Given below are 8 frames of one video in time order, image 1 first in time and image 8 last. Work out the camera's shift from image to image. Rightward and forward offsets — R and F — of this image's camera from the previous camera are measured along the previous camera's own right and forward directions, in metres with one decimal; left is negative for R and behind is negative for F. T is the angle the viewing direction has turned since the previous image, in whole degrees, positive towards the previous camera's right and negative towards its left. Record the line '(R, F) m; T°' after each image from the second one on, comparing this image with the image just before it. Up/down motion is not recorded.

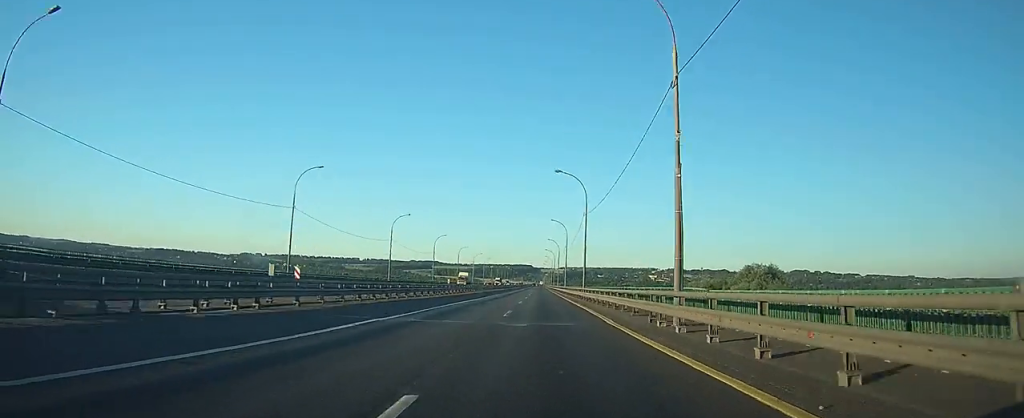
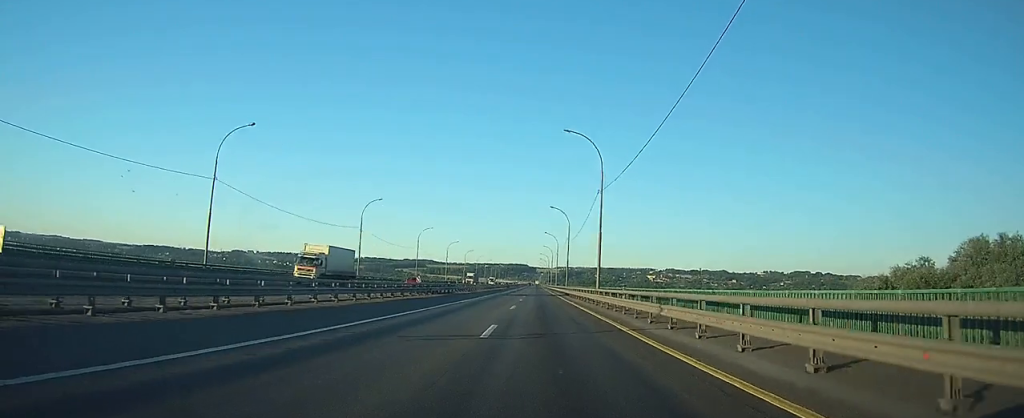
(-0.2, +57.9) m; 0°
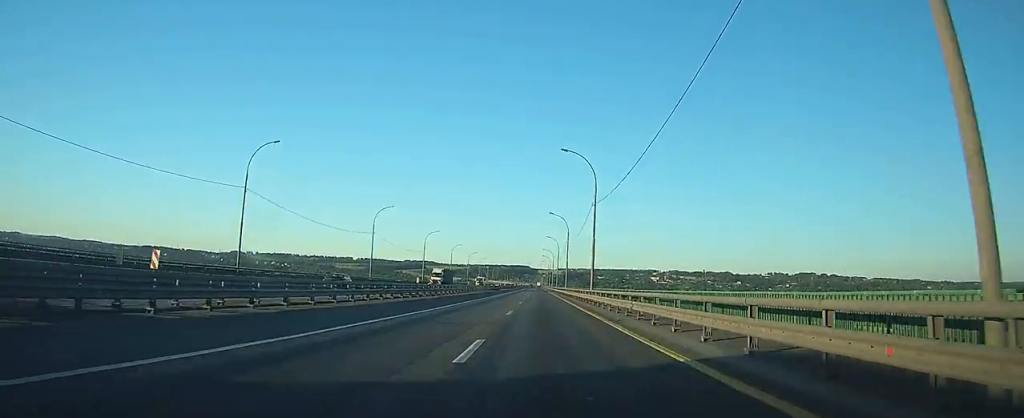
(0.0, +36.3) m; 0°
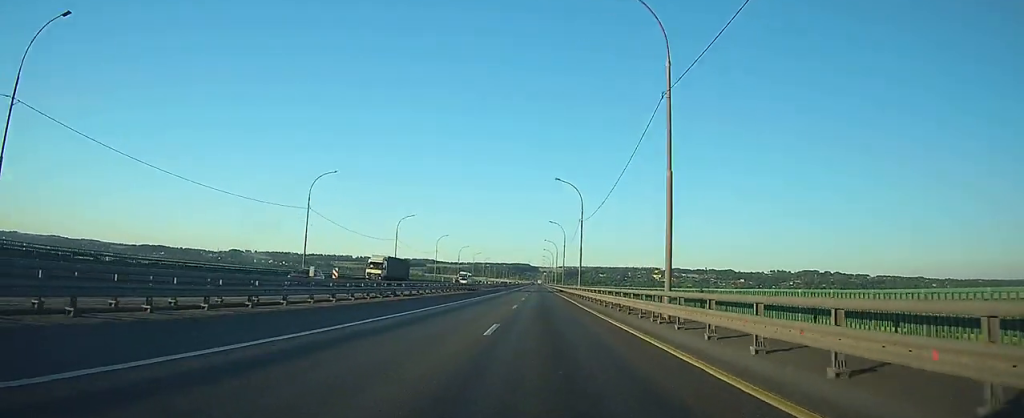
(-0.1, +27.1) m; 0°
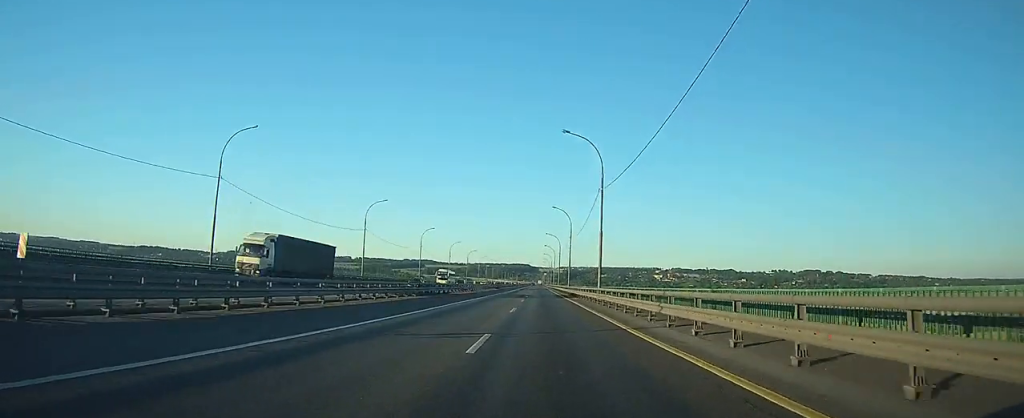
(0.0, +19.7) m; 0°
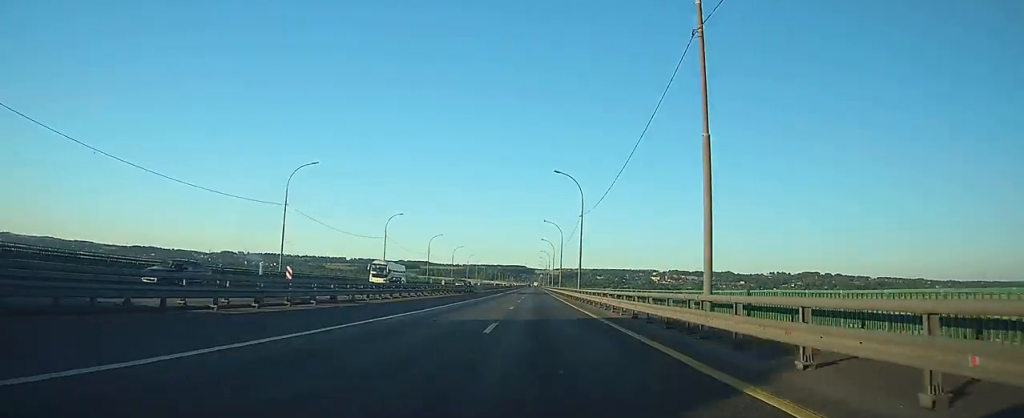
(0.0, +27.3) m; 0°
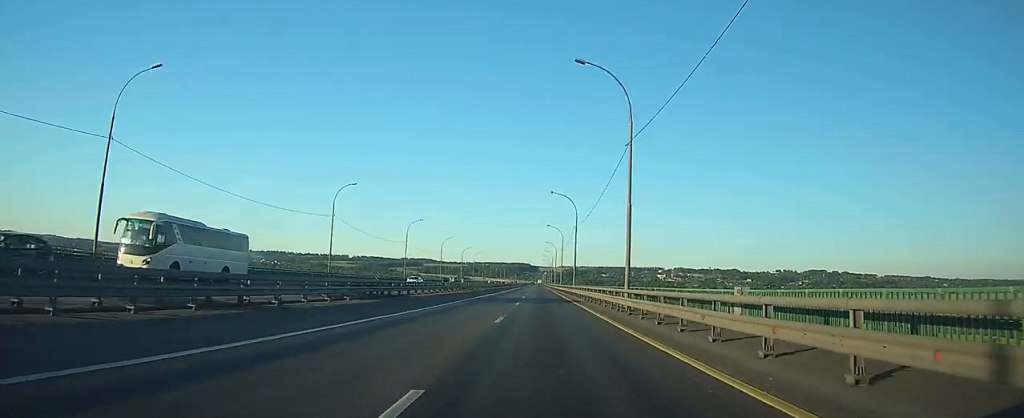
(0.0, +28.3) m; 0°
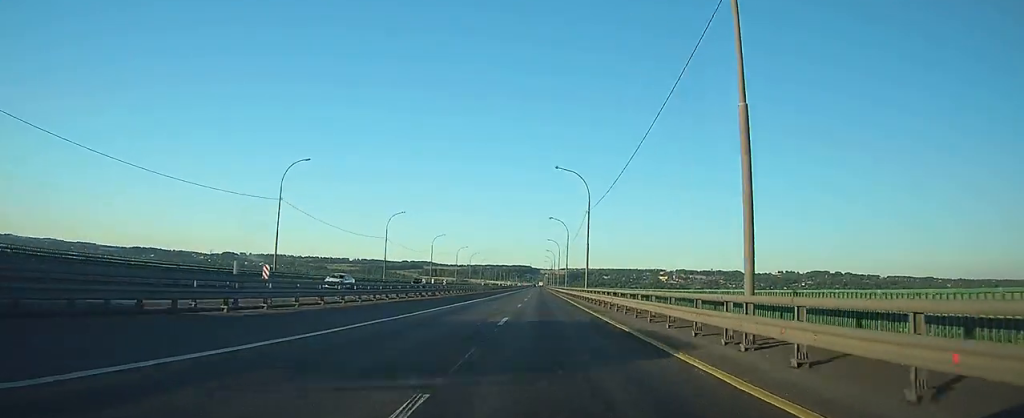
(0.0, +16.0) m; 0°
